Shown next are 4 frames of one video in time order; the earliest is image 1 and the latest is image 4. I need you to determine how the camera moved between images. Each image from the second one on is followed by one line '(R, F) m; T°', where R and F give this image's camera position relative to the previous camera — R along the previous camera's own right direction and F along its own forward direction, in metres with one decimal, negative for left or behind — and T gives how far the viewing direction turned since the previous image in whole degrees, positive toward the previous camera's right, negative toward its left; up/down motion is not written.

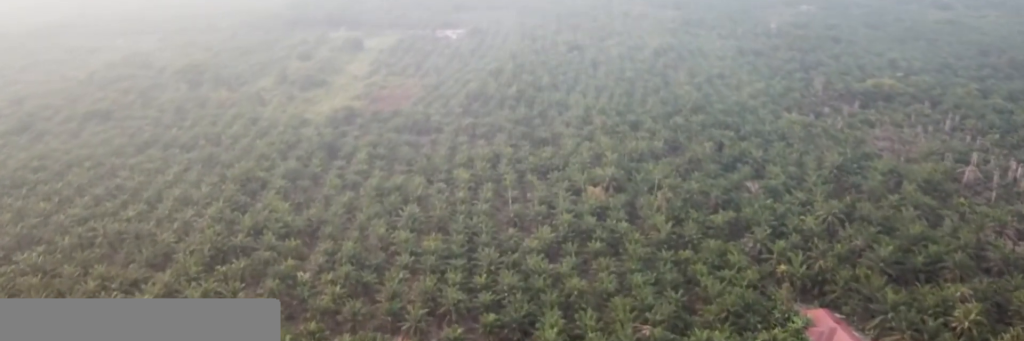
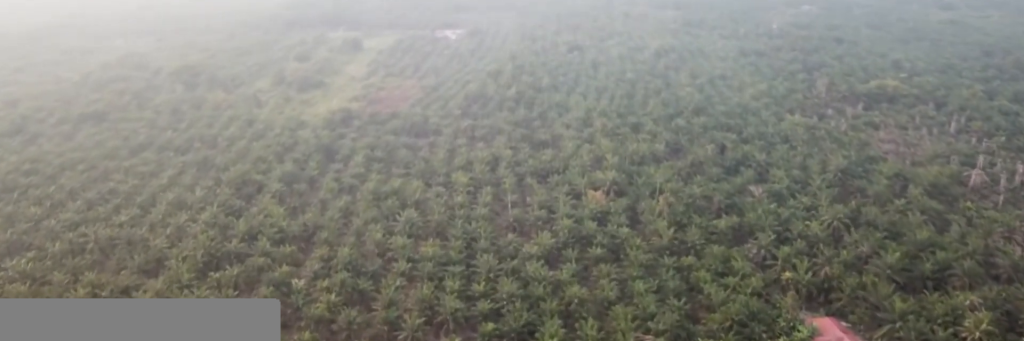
(0.0, +3.2) m; 0°
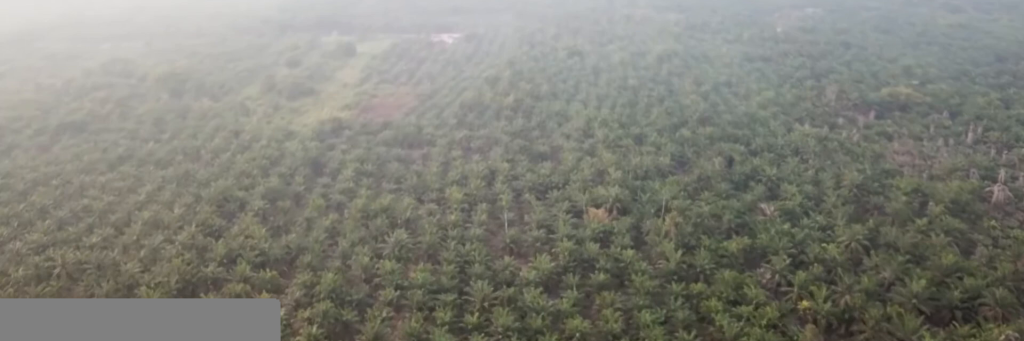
(0.0, +9.8) m; 0°
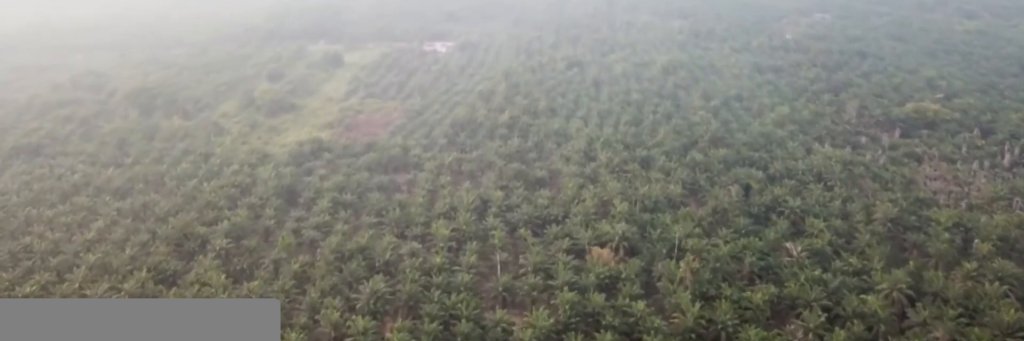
(0.0, +15.9) m; 0°
